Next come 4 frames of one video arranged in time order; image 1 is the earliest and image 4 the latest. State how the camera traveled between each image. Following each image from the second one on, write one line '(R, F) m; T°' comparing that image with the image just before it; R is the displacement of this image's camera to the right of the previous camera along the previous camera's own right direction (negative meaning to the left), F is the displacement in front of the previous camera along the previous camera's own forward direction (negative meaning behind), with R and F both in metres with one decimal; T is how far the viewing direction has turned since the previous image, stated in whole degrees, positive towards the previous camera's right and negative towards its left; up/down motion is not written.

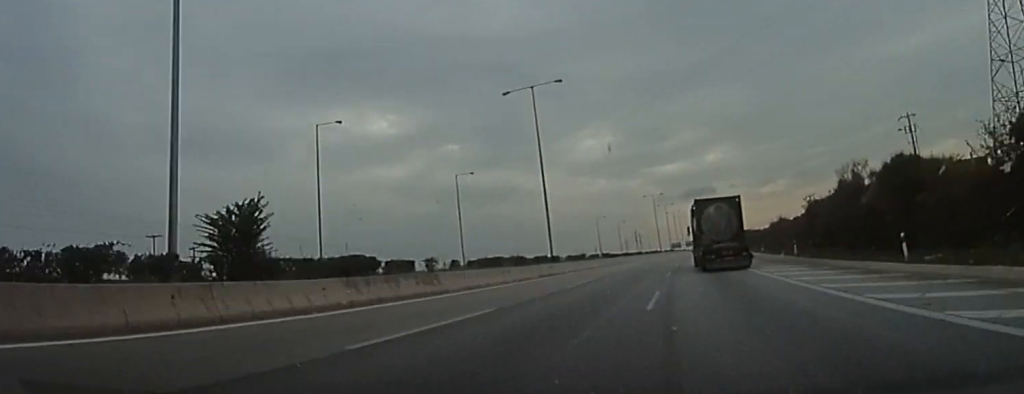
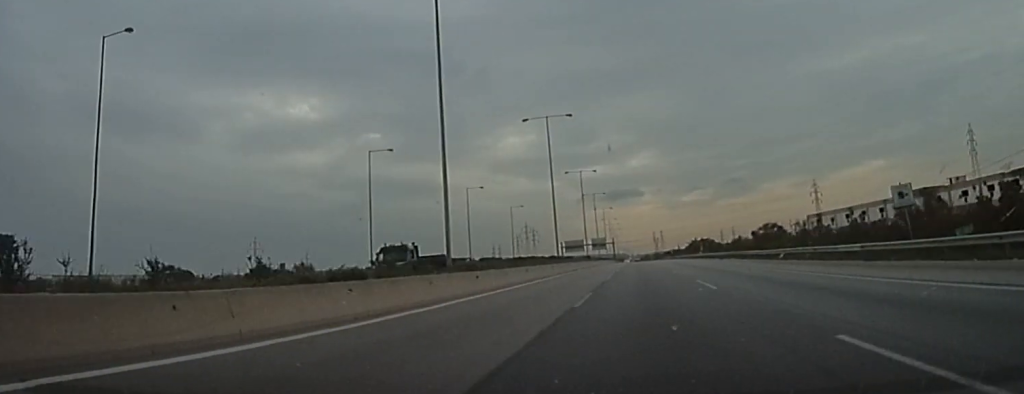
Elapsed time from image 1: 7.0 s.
(+7.4, +220.3) m; +3°
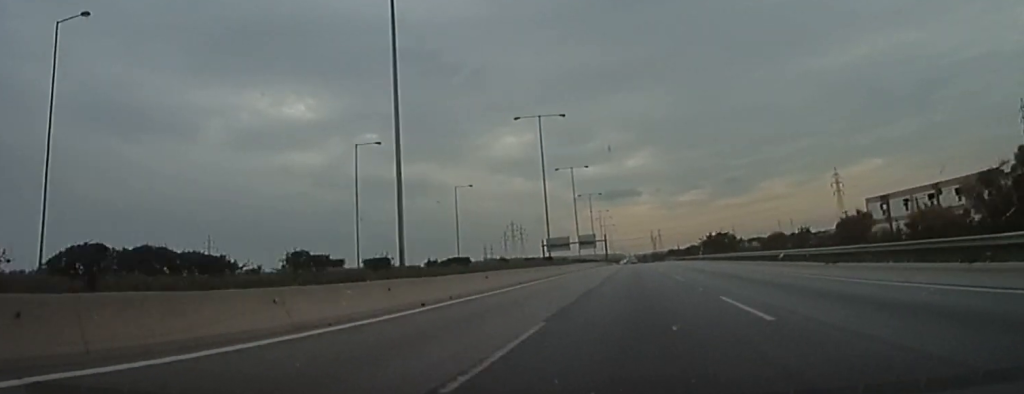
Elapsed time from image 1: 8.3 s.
(0.0, +35.6) m; 0°
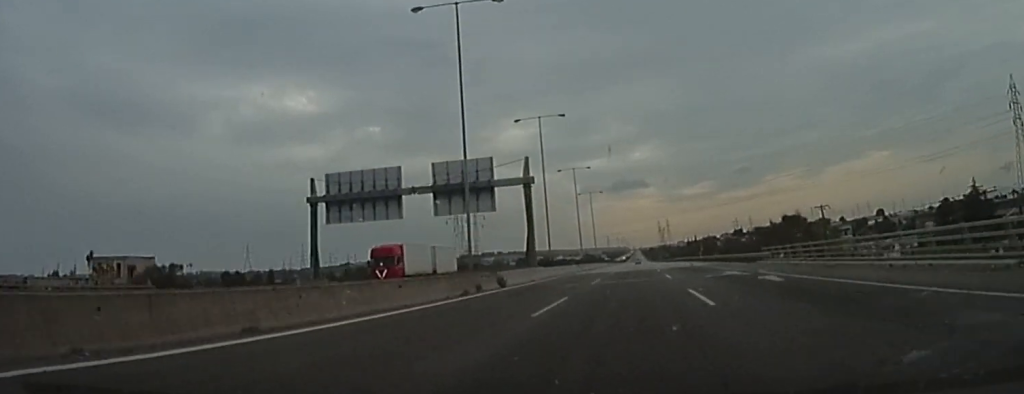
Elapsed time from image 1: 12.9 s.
(0.0, +122.8) m; 0°
